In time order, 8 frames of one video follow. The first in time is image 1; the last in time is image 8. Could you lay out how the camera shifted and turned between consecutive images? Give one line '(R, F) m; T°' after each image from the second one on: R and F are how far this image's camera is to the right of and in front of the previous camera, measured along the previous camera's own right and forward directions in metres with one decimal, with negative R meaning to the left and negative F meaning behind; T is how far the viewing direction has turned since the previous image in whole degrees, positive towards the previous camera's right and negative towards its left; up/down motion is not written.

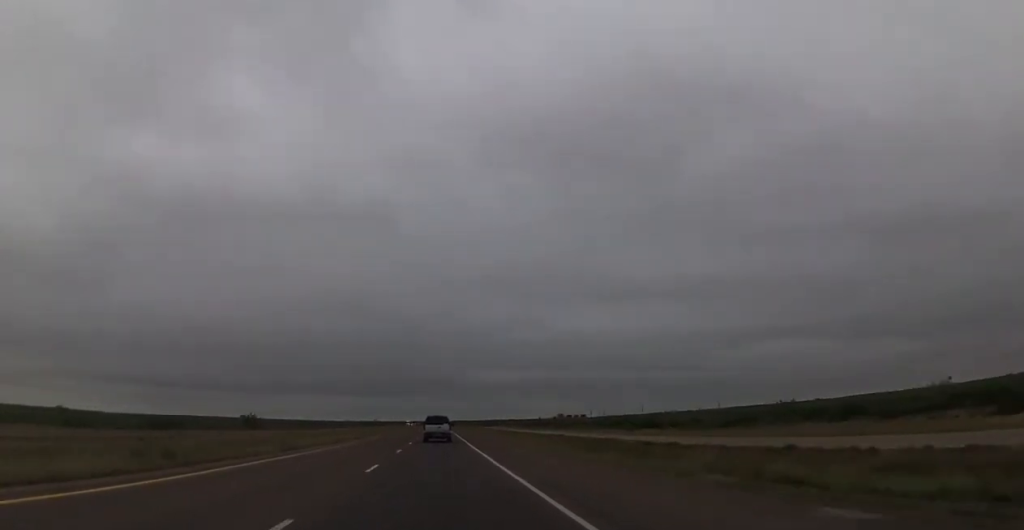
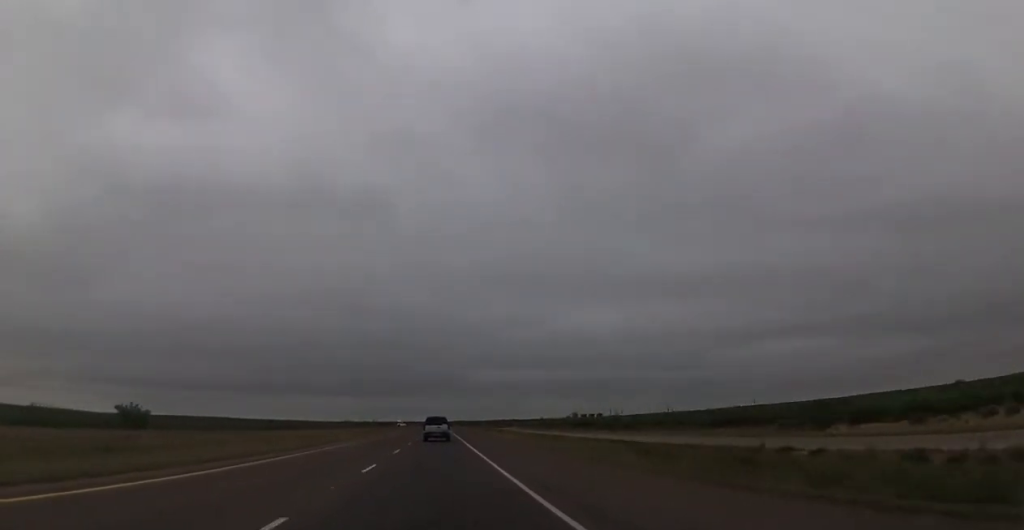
(+0.3, +60.2) m; 0°
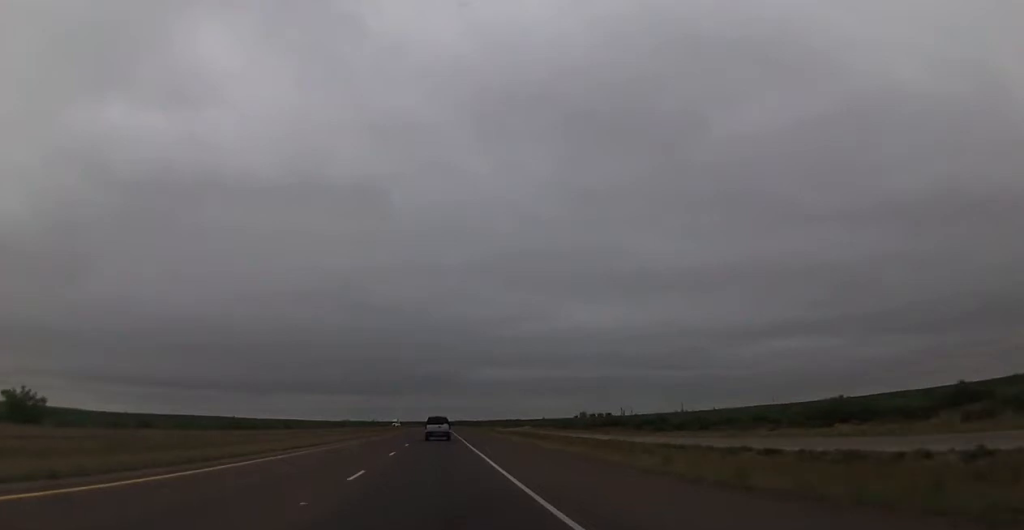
(-0.1, +27.1) m; 0°
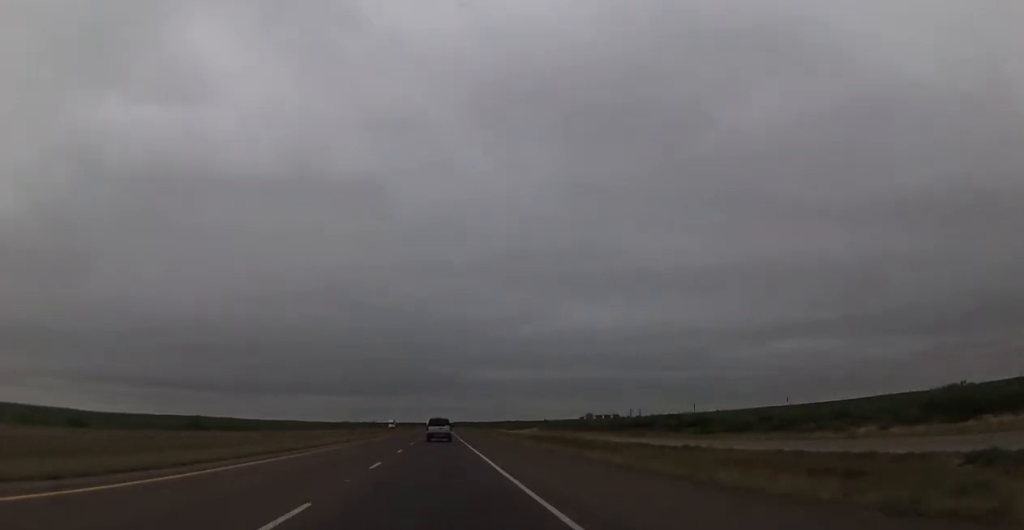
(+0.2, +19.8) m; 0°
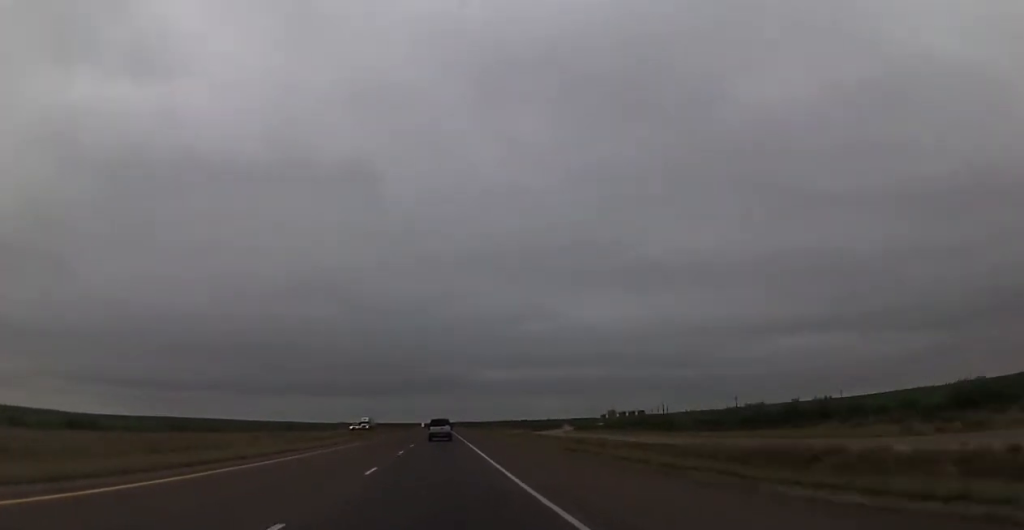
(-0.3, +63.0) m; -1°
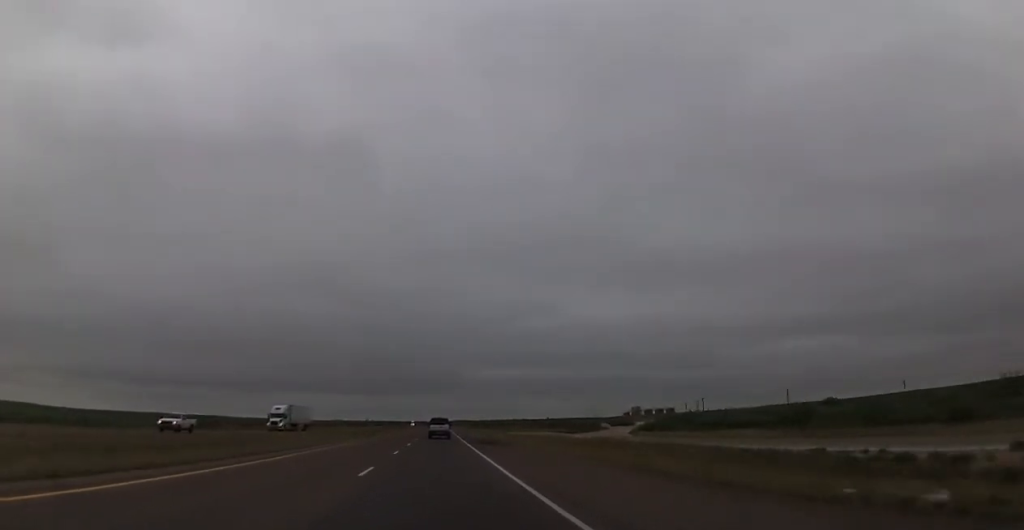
(-0.5, +61.7) m; 0°
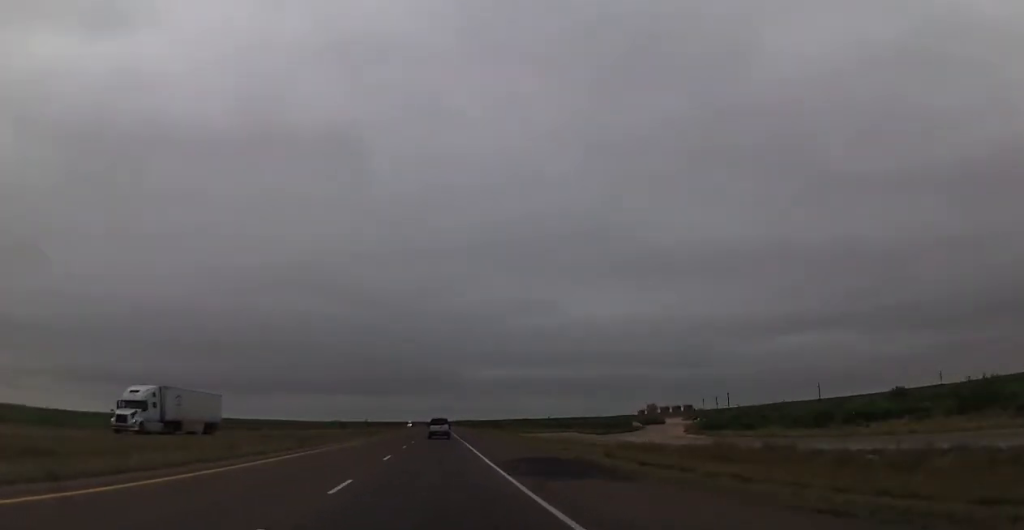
(+0.2, +28.4) m; 0°
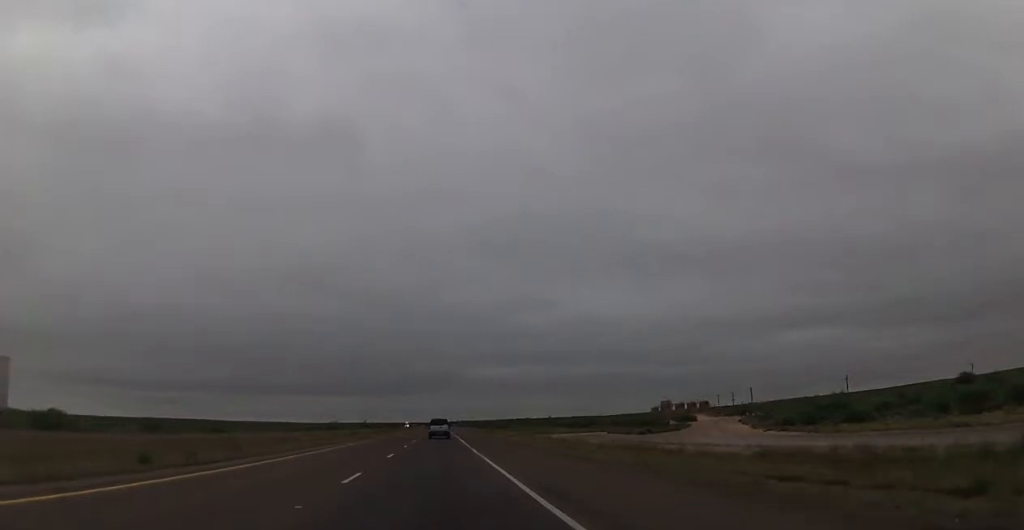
(+0.1, +22.2) m; 0°
